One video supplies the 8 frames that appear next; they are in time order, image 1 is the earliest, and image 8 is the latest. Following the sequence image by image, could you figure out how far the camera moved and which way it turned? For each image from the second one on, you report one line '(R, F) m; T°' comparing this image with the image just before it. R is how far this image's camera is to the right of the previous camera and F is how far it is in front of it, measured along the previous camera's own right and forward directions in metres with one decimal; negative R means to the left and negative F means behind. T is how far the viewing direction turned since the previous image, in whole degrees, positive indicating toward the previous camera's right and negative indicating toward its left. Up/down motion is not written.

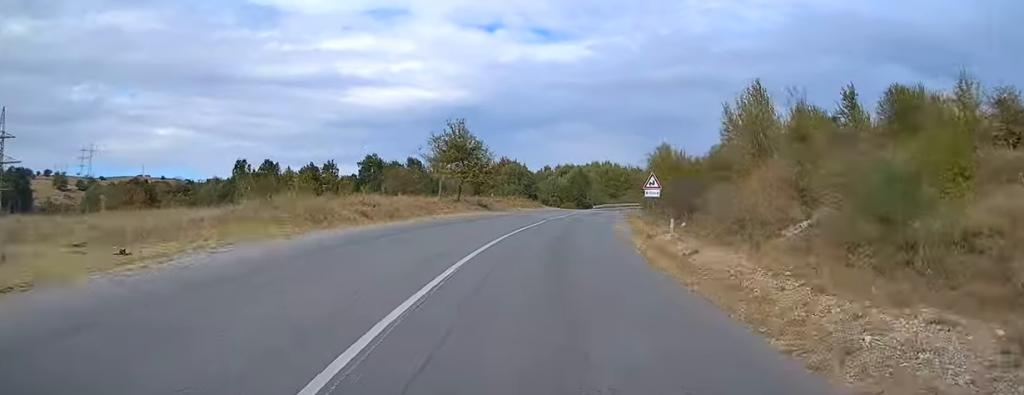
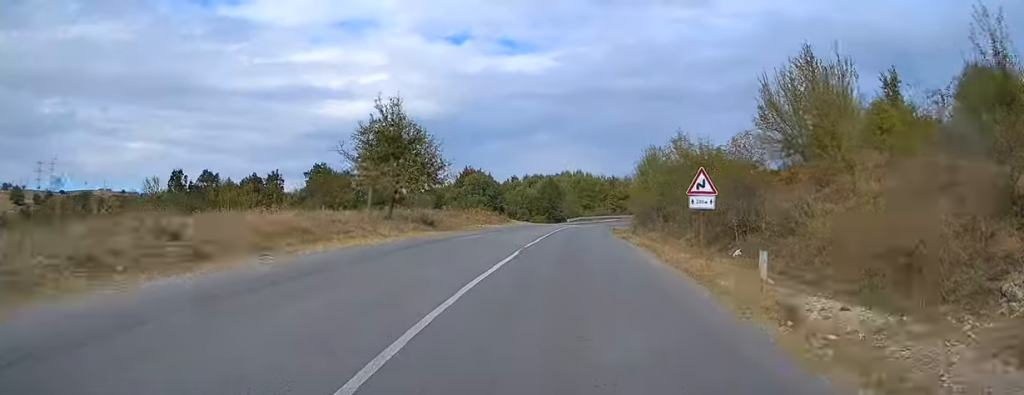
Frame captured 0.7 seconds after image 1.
(+0.3, +13.3) m; +3°
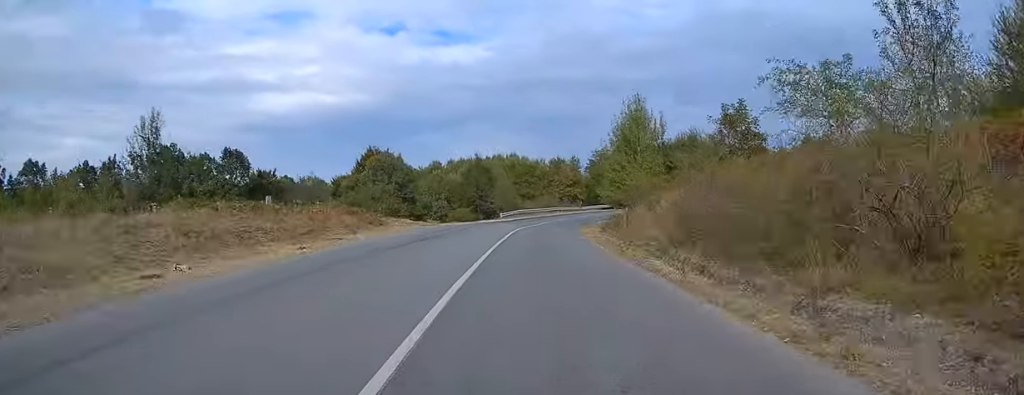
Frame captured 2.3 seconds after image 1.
(+1.9, +32.0) m; +6°
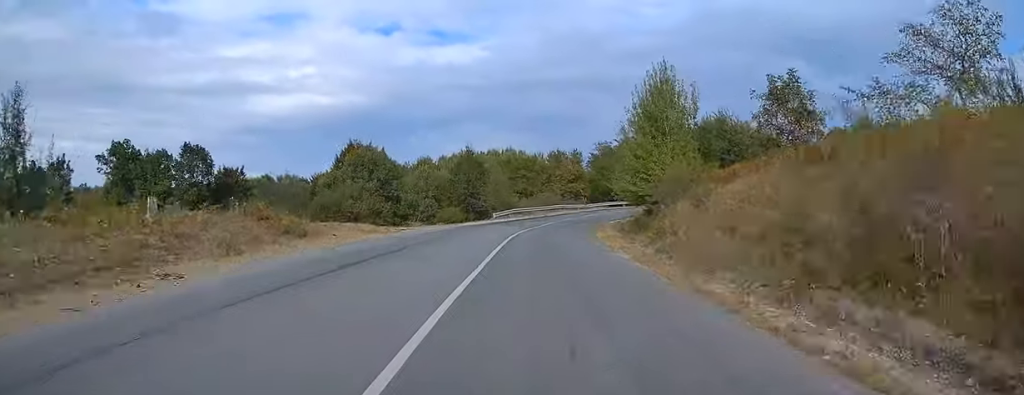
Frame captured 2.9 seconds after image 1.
(+0.1, +10.6) m; 0°
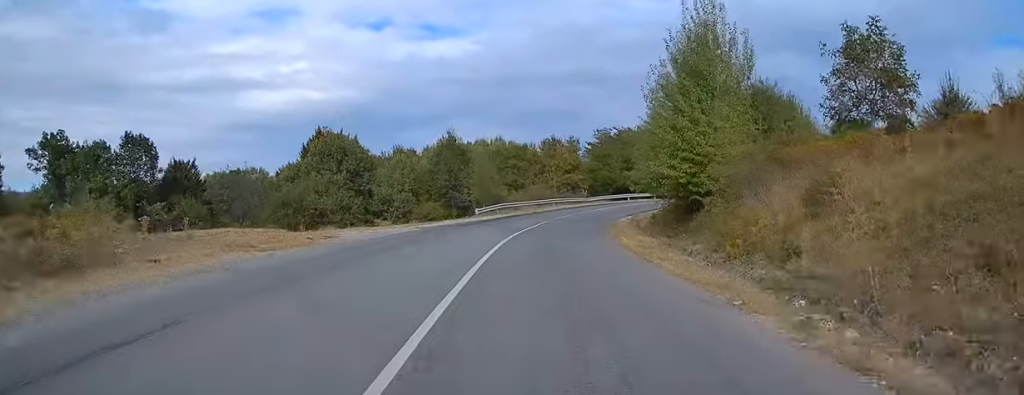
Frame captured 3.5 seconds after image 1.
(0.0, +11.2) m; +2°
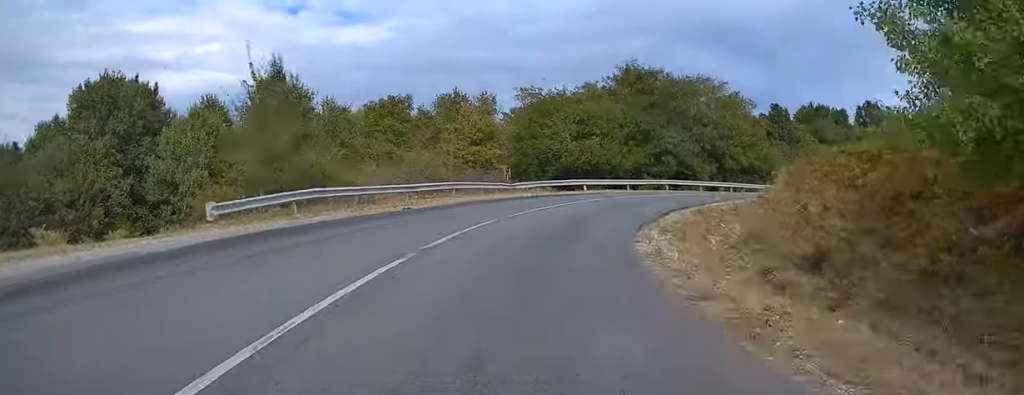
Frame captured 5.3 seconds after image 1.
(+2.0, +32.1) m; +9°
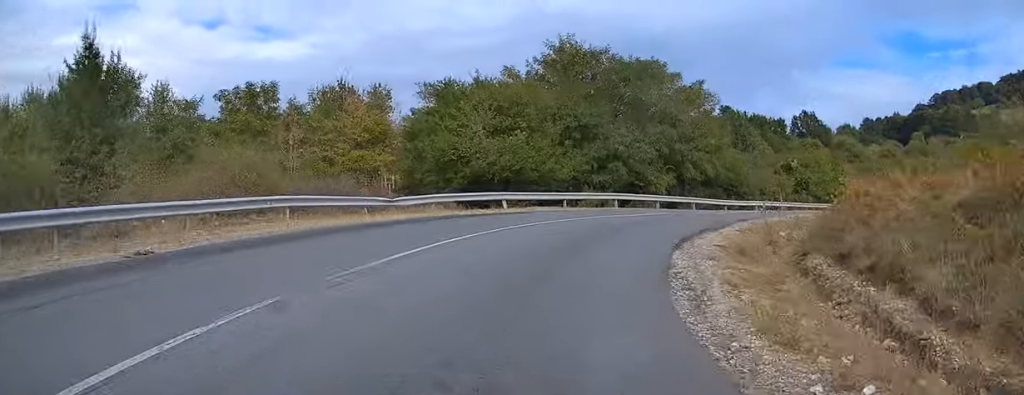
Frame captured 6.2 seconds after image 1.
(+0.3, +13.0) m; +6°
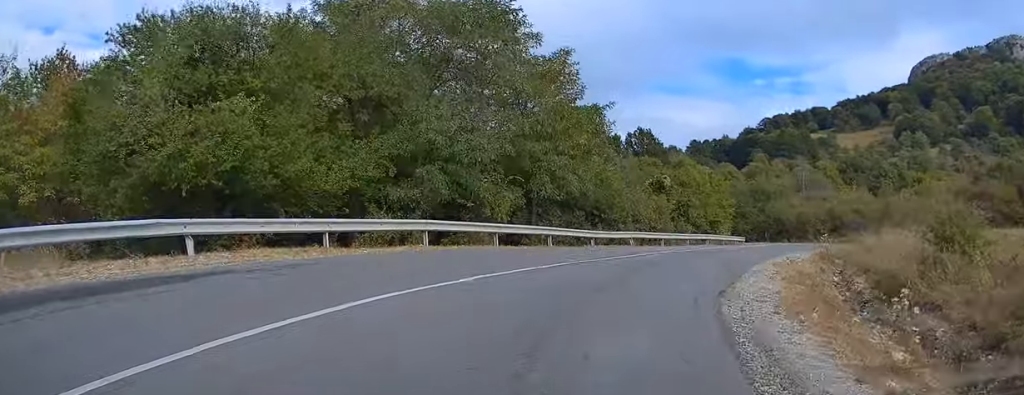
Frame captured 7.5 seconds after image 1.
(+1.9, +15.2) m; +14°
